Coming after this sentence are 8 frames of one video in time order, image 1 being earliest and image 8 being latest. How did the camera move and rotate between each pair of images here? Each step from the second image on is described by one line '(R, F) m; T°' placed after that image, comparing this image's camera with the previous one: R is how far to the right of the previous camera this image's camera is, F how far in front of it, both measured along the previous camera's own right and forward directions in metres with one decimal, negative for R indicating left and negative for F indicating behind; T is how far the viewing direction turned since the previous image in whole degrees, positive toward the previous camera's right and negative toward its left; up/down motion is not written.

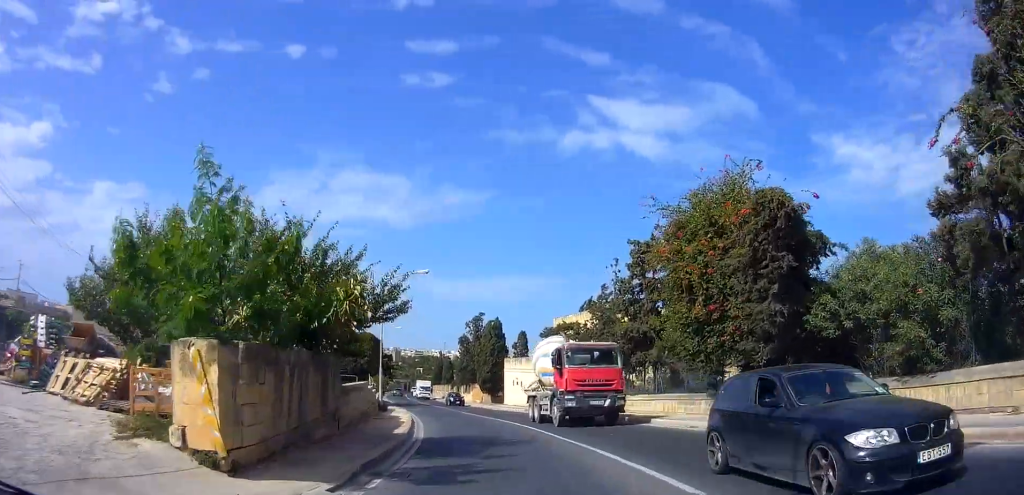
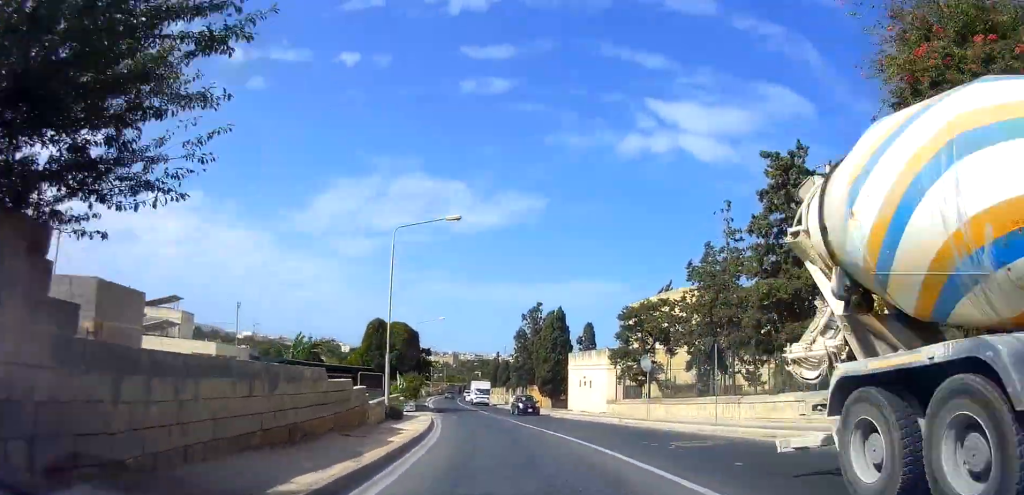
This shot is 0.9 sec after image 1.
(-0.2, +11.1) m; -5°
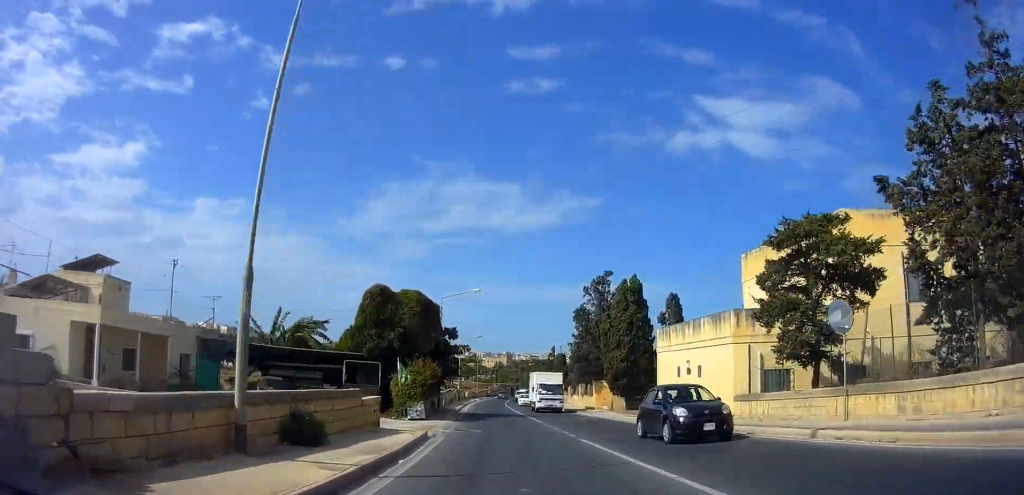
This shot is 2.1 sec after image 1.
(-1.0, +14.6) m; -9°
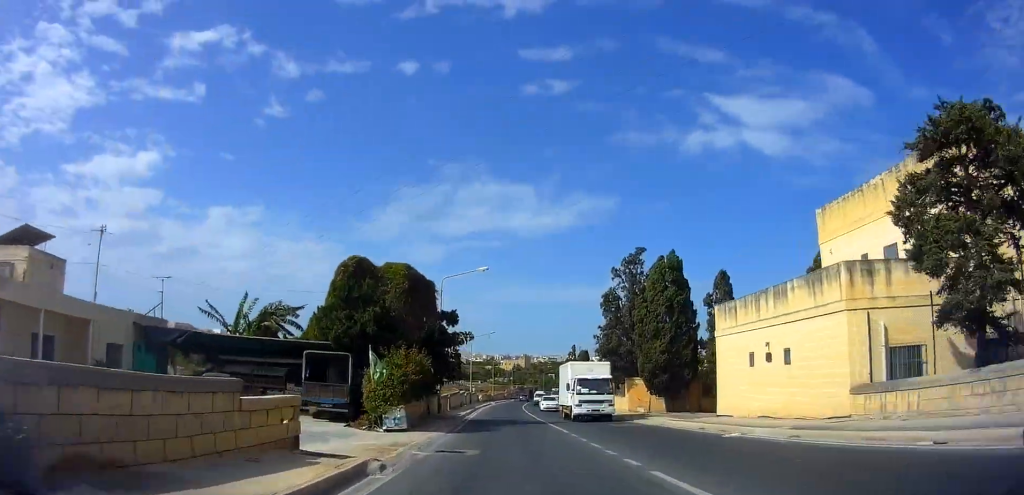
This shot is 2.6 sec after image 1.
(-0.4, +7.3) m; -2°
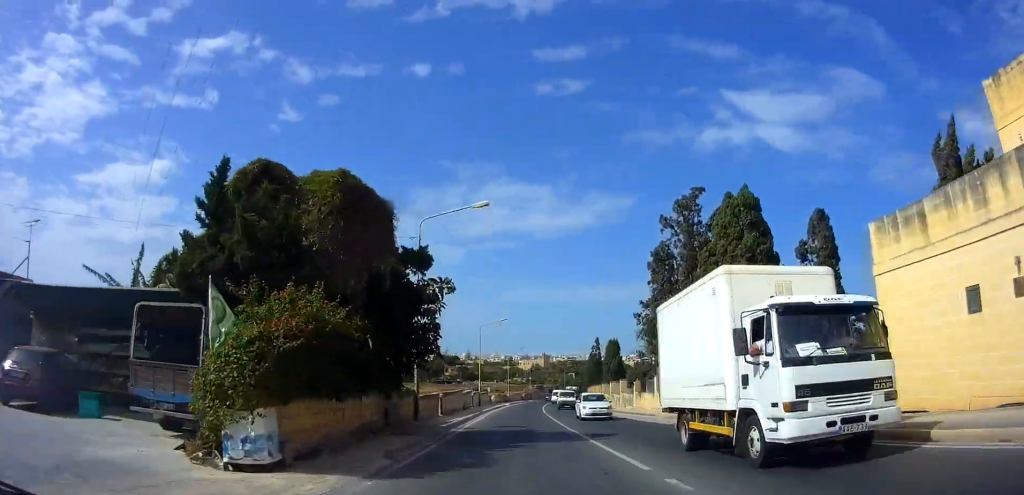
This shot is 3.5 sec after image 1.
(-0.3, +10.9) m; -1°
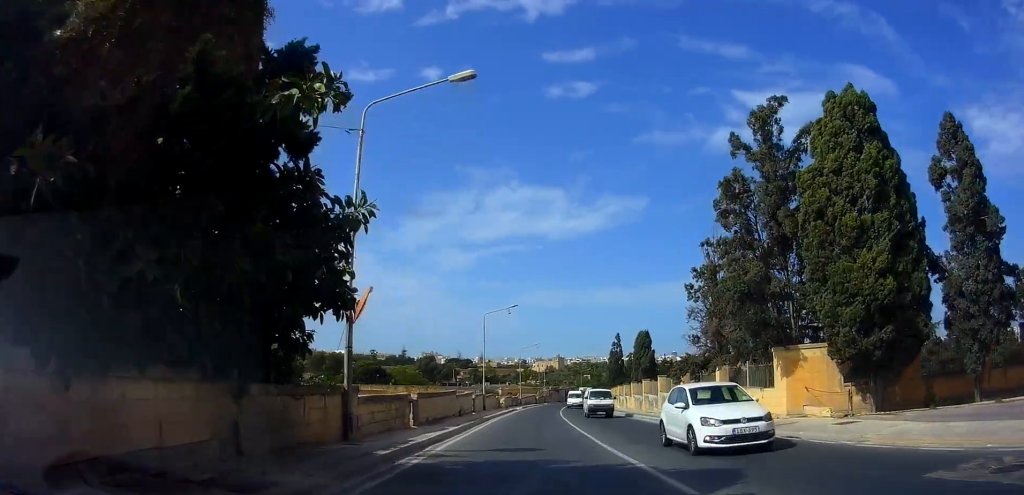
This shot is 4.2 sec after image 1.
(+0.1, +9.4) m; +1°
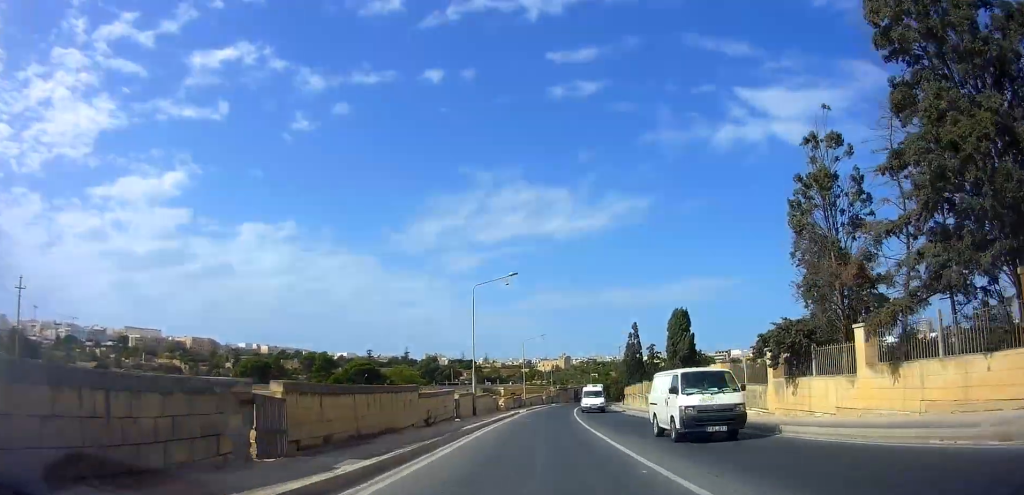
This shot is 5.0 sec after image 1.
(0.0, +11.5) m; -4°
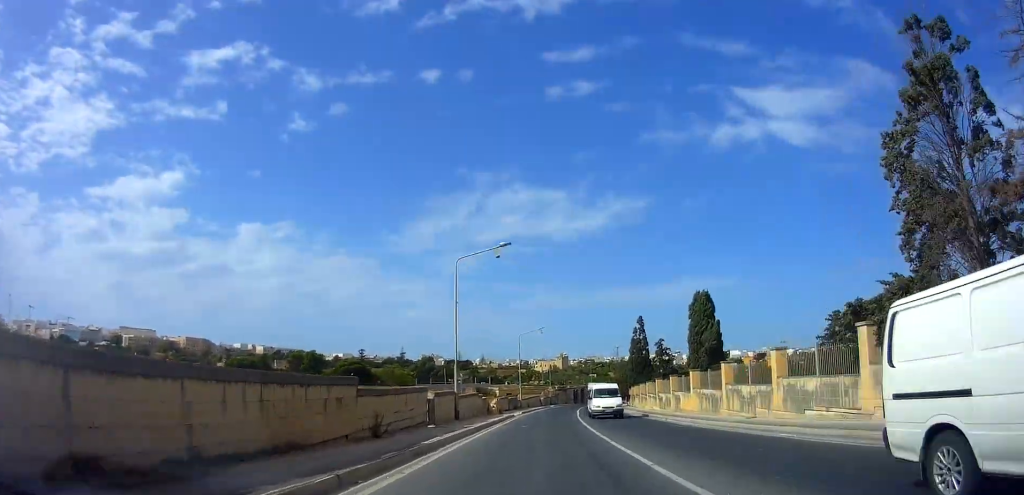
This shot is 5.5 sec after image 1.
(-0.2, +6.5) m; -1°
